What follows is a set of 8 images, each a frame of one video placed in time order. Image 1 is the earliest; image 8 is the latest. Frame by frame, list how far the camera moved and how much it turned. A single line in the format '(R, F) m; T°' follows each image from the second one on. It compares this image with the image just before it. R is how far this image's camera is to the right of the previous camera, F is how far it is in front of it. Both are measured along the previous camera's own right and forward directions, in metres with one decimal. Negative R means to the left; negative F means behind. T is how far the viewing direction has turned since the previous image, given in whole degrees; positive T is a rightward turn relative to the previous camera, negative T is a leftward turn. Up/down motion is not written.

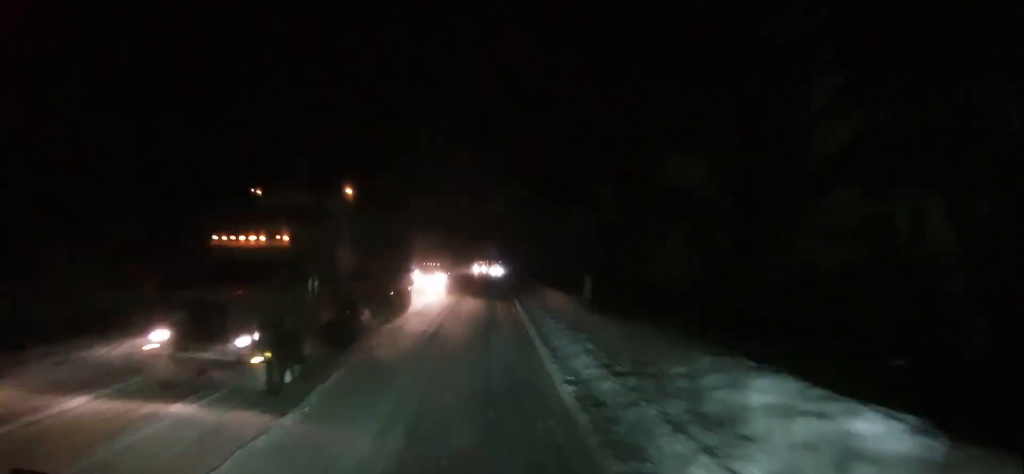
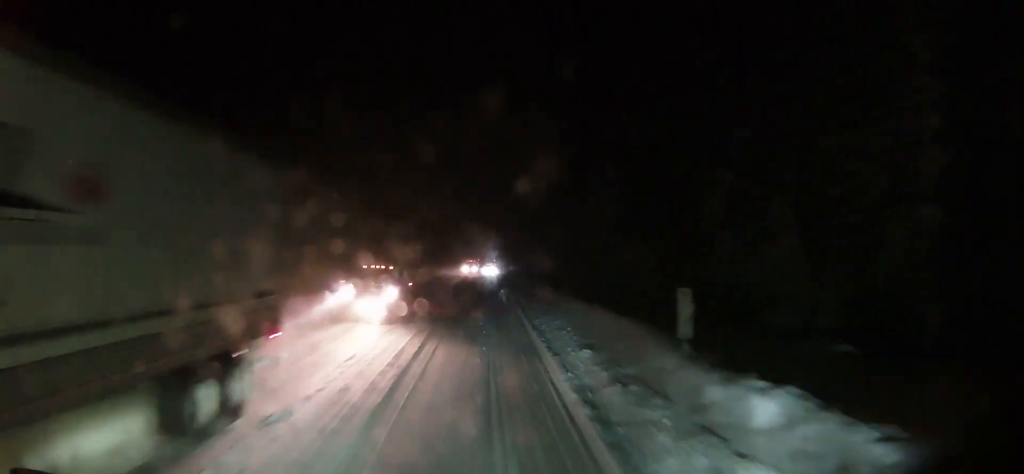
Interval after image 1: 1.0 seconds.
(-0.6, +12.9) m; 0°
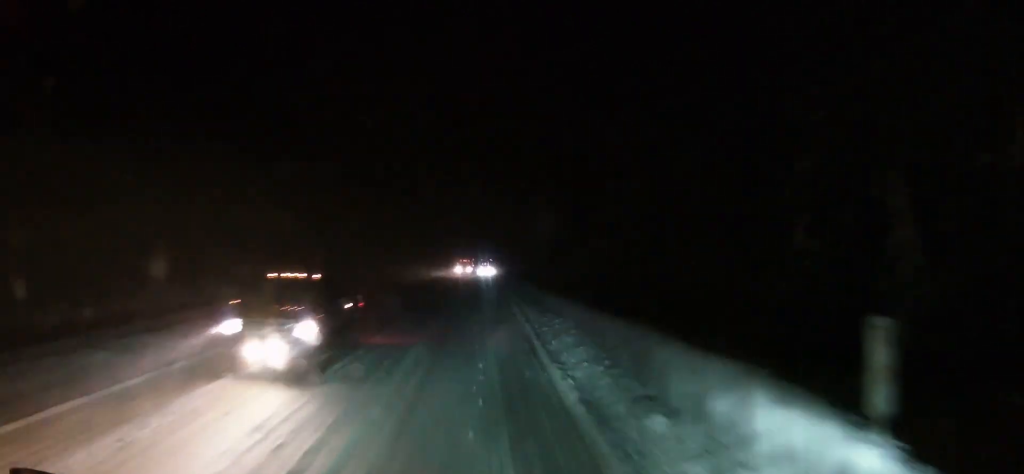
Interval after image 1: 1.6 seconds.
(+0.2, +6.6) m; +1°
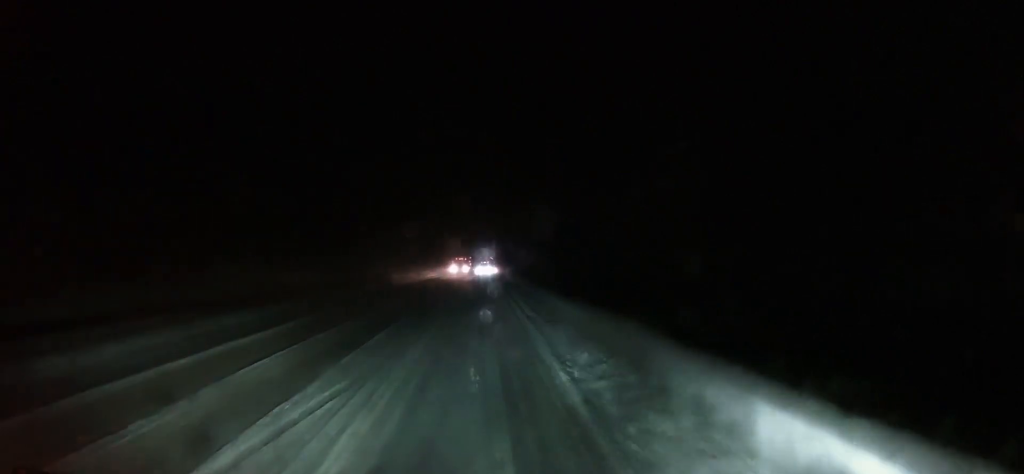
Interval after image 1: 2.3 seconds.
(+0.2, +9.5) m; +1°
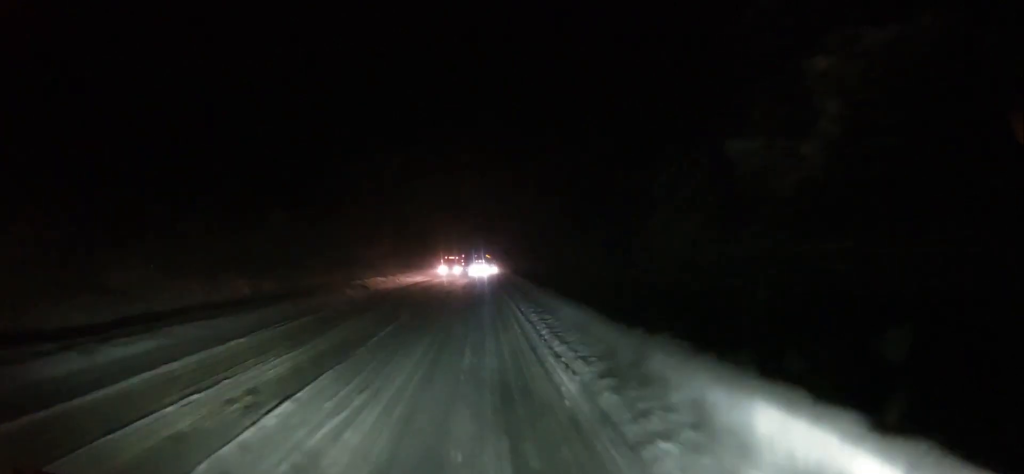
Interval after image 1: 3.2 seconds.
(-0.1, +10.6) m; 0°
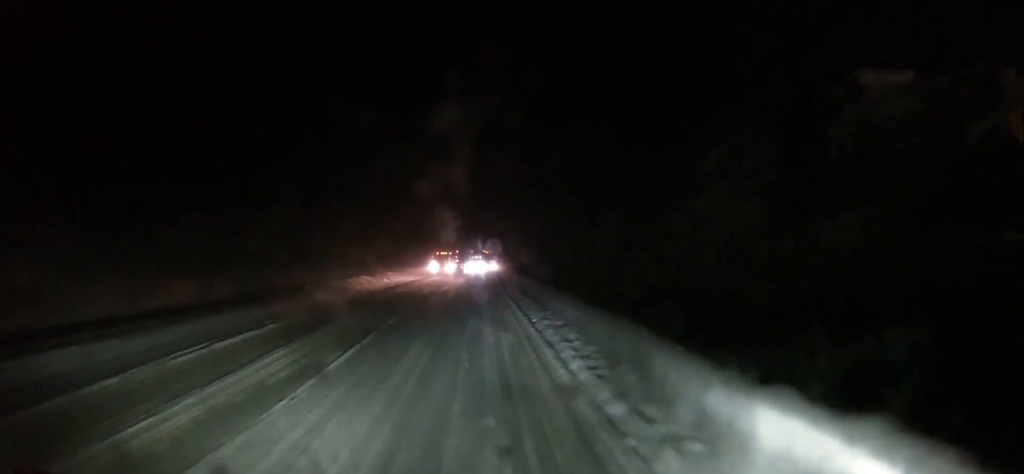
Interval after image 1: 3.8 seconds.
(+0.1, +7.3) m; 0°
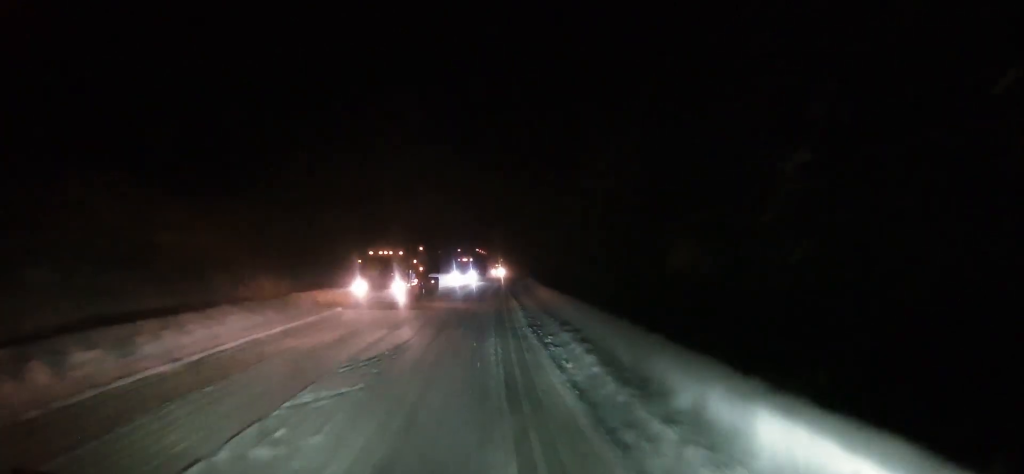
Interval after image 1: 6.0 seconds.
(-0.4, +26.9) m; 0°
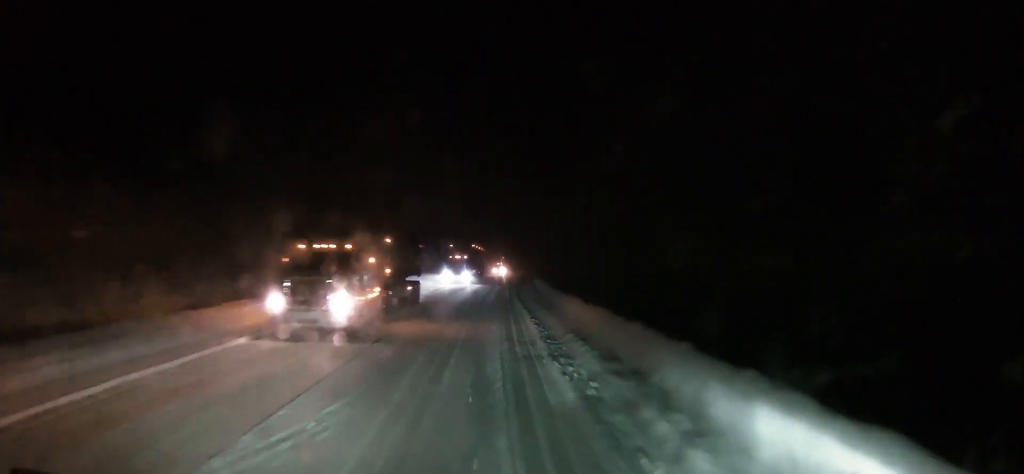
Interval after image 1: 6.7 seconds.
(+0.1, +7.6) m; +1°
